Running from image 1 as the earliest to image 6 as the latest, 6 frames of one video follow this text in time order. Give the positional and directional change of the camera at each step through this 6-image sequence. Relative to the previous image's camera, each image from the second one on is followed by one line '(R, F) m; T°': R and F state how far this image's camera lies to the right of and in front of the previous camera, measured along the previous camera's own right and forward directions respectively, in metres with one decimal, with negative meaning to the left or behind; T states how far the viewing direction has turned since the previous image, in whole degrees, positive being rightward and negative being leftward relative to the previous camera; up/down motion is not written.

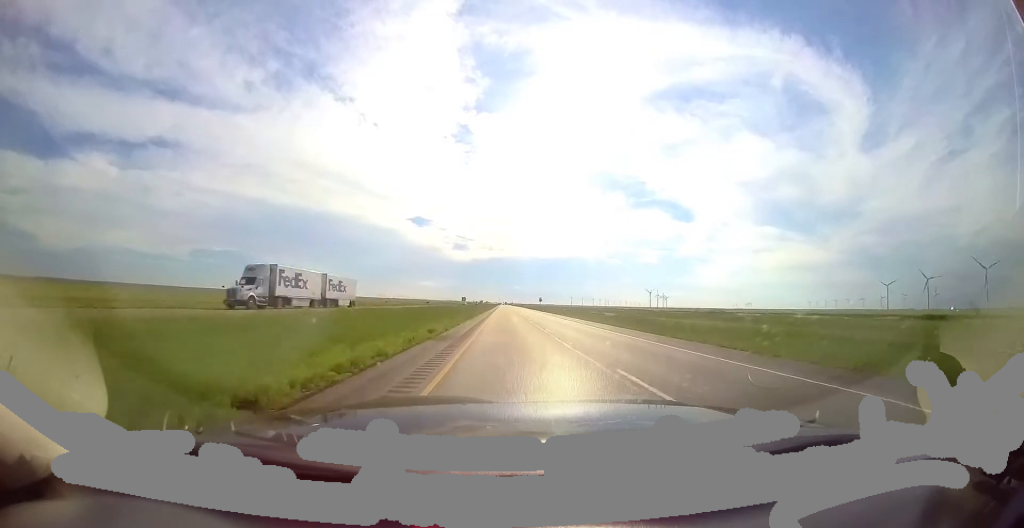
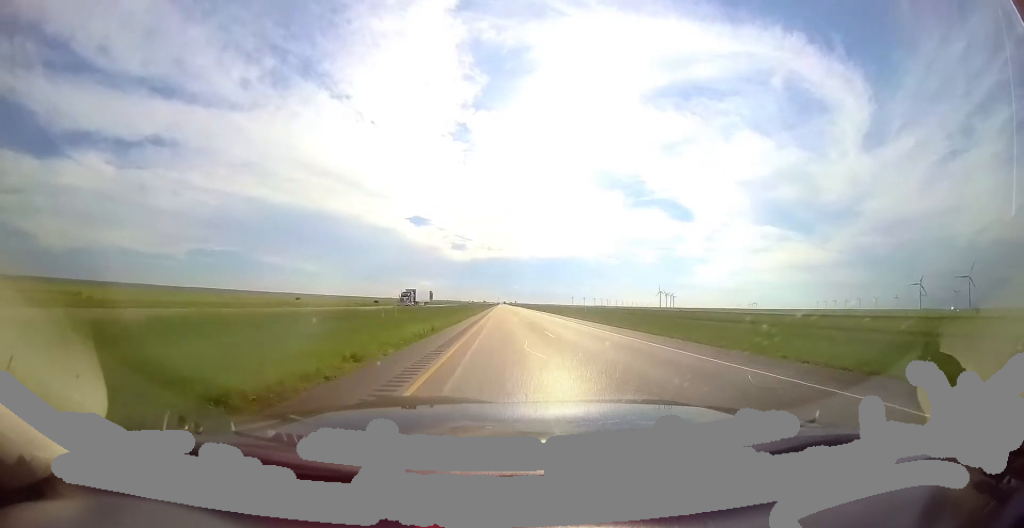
(+1.0, +138.0) m; +1°
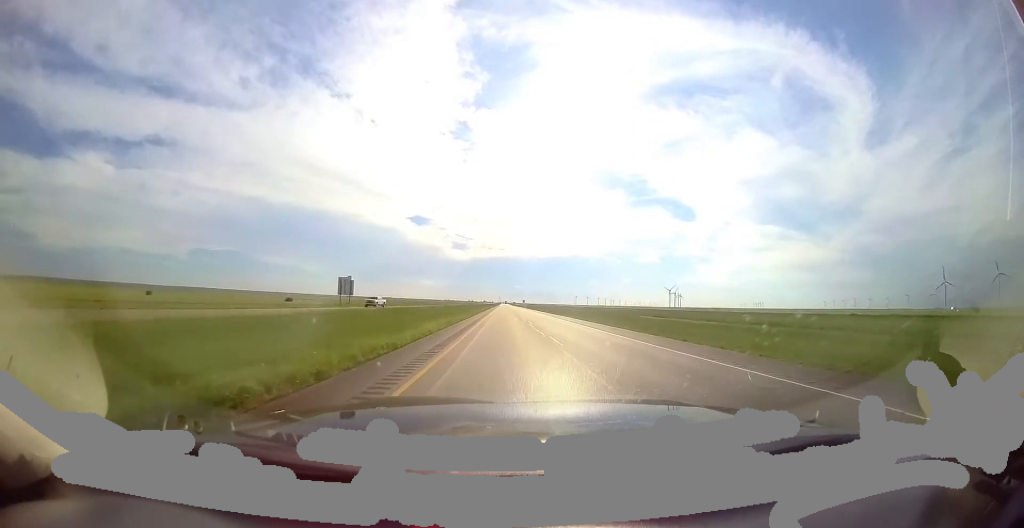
(-0.4, +89.0) m; -1°
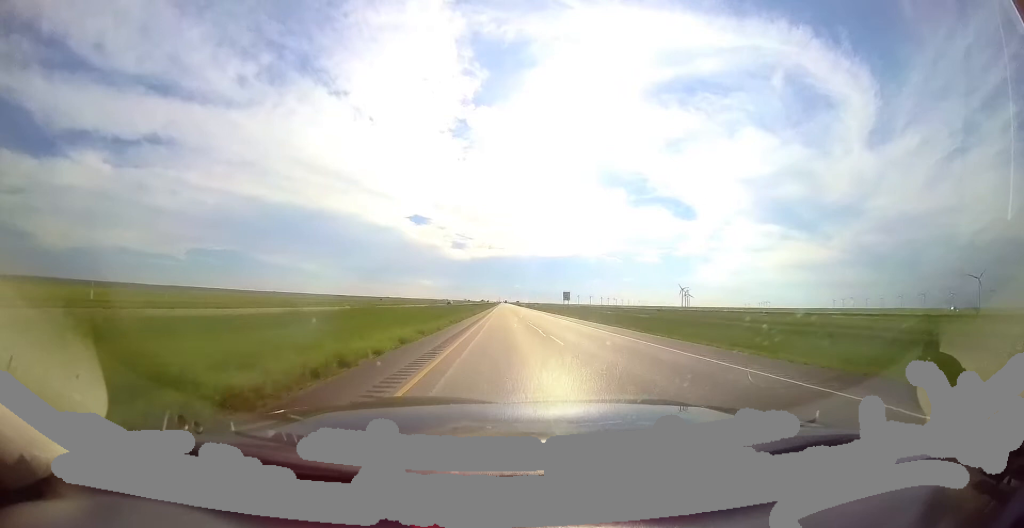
(-0.4, +123.3) m; 0°
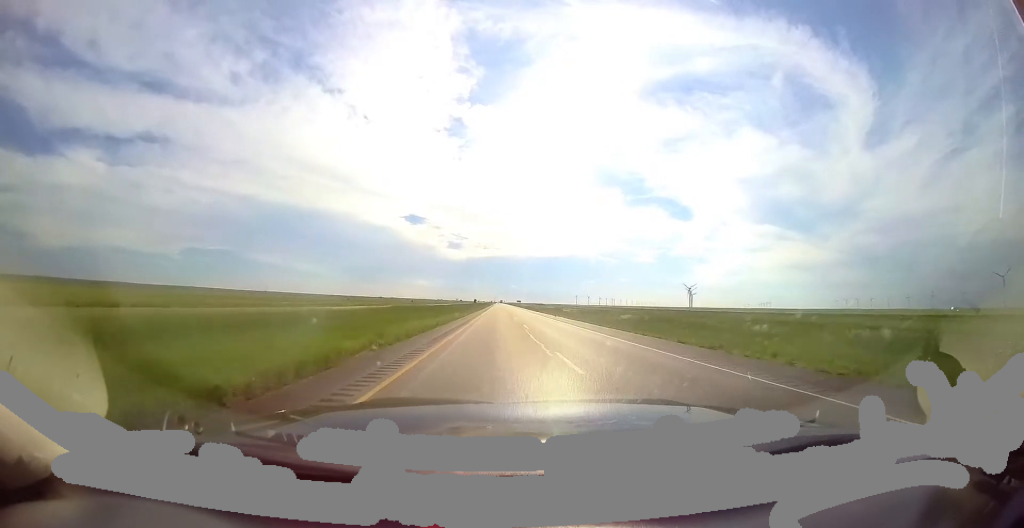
(+1.0, +103.0) m; +1°
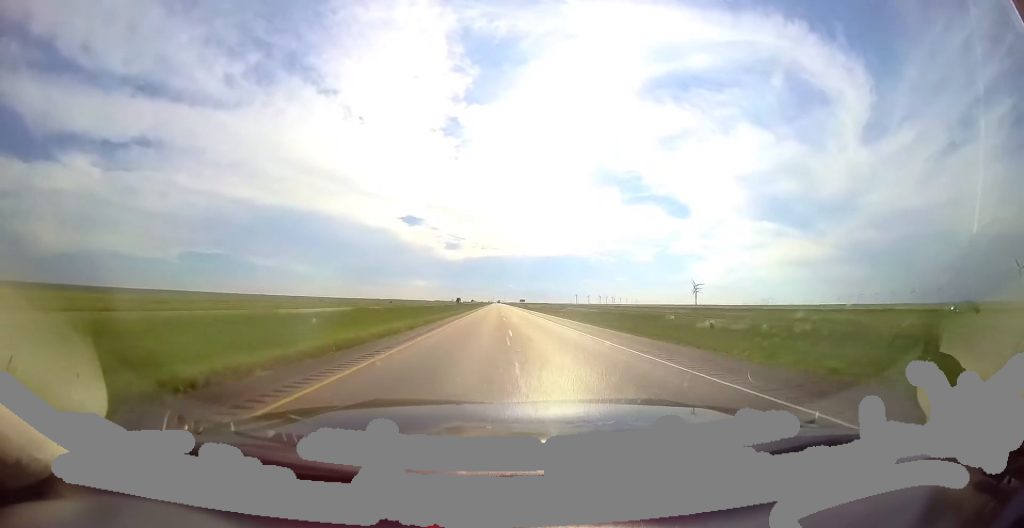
(+0.4, +65.9) m; 0°
